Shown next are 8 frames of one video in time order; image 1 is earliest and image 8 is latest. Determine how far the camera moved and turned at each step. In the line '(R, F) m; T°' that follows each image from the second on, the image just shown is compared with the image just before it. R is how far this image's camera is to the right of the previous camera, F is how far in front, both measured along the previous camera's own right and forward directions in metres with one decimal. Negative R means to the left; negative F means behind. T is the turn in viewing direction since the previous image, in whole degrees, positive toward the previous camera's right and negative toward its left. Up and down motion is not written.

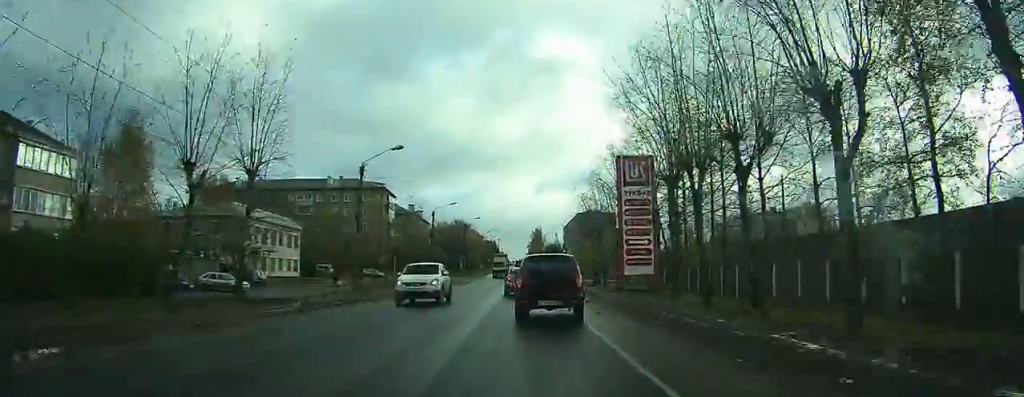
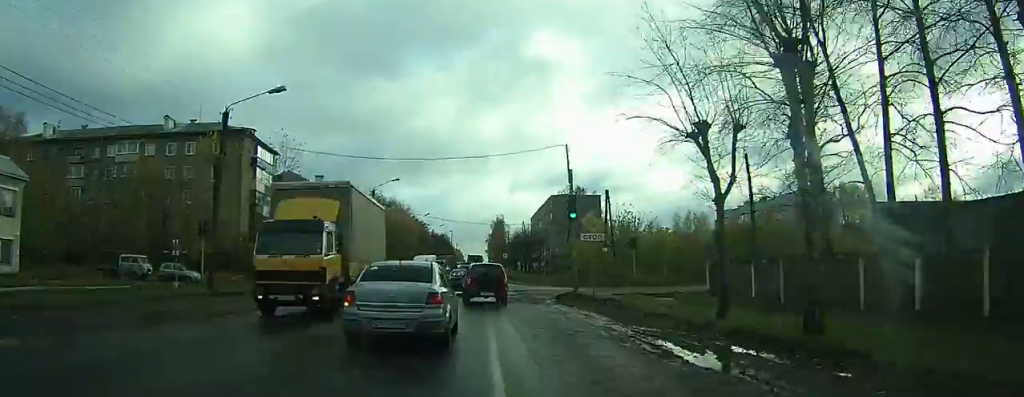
(-0.7, +48.7) m; -2°
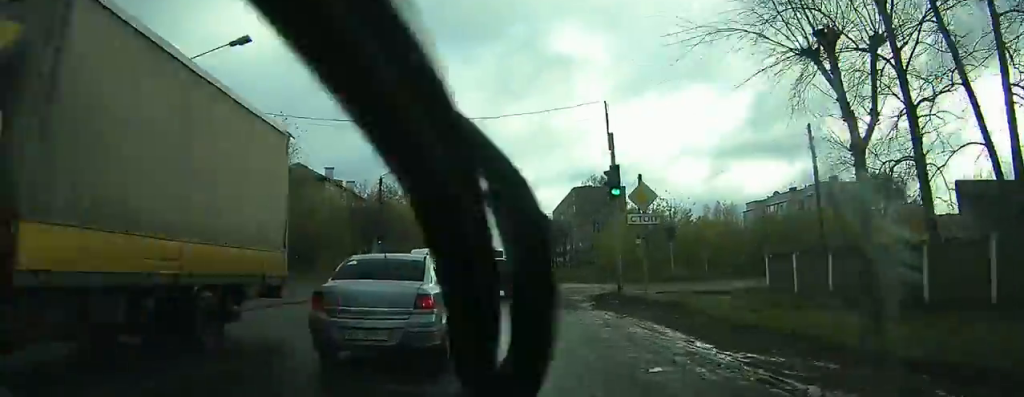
(0.0, +5.5) m; -1°
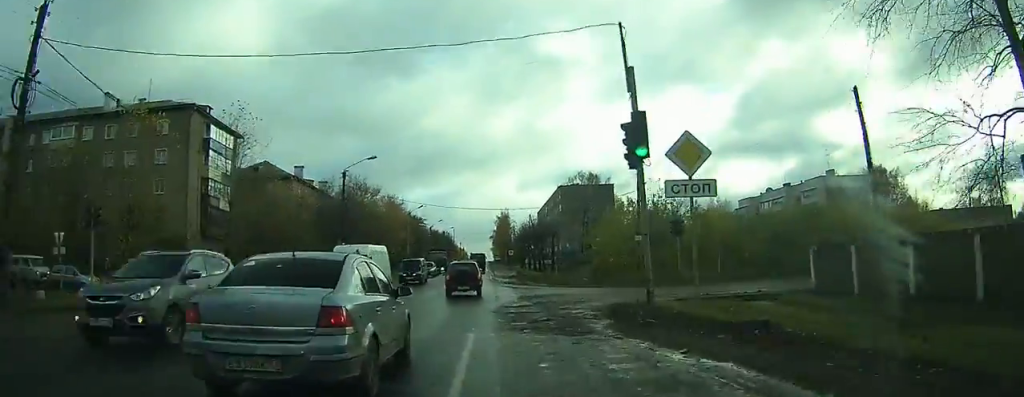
(0.0, +6.7) m; -1°
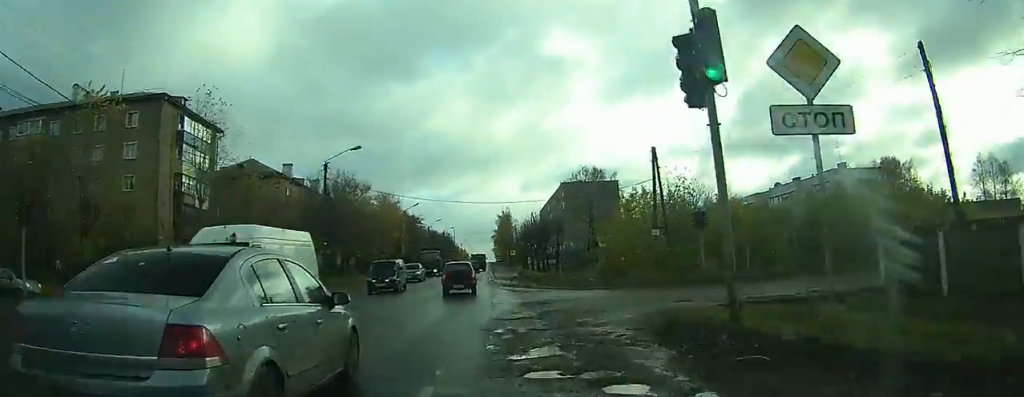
(-0.2, +5.2) m; 0°
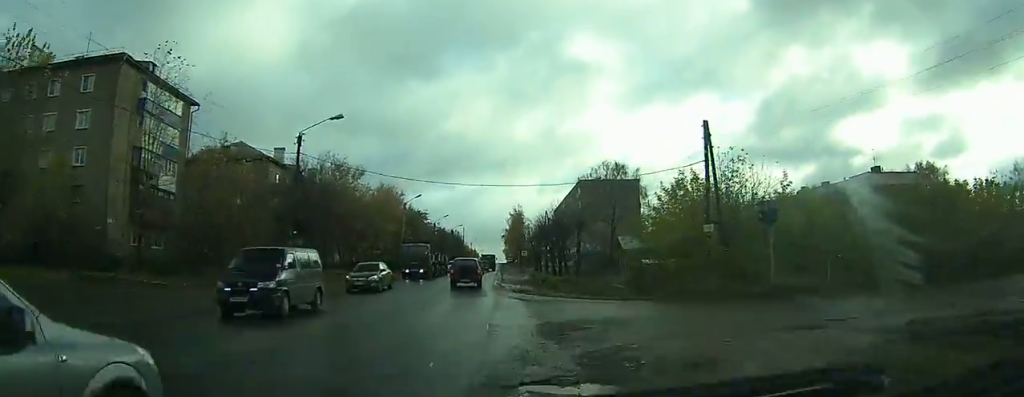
(-0.1, +9.2) m; 0°
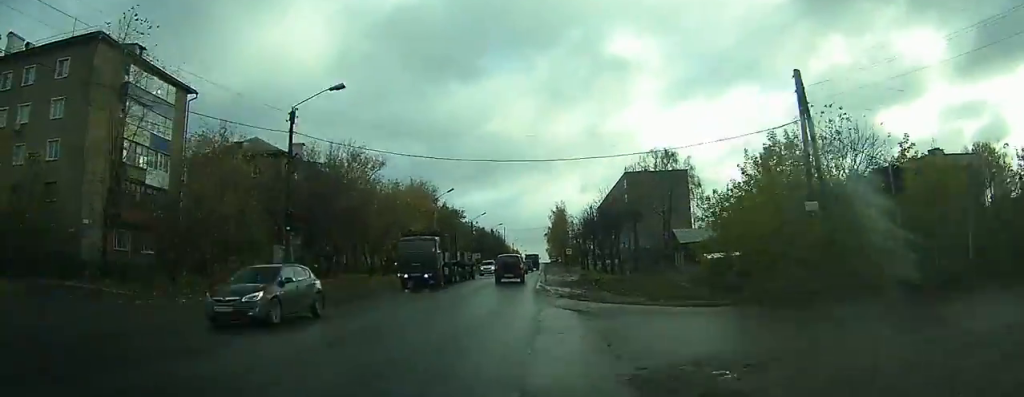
(+0.3, +7.9) m; +1°
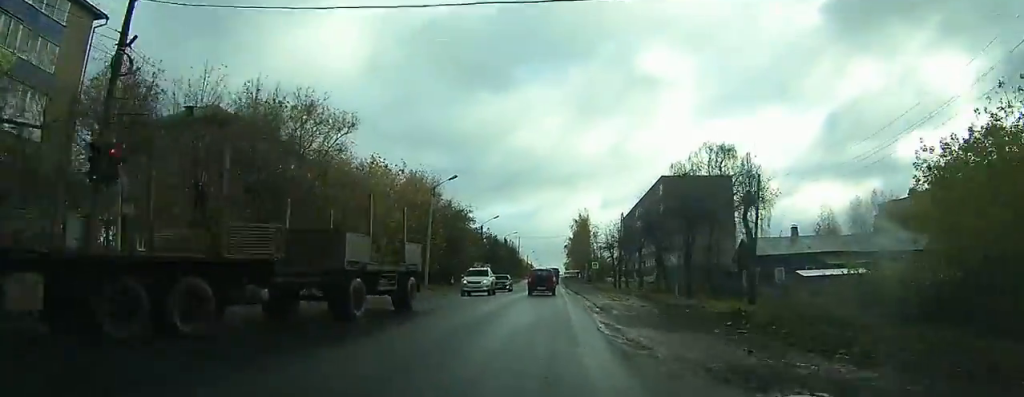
(-0.3, +16.4) m; -1°
